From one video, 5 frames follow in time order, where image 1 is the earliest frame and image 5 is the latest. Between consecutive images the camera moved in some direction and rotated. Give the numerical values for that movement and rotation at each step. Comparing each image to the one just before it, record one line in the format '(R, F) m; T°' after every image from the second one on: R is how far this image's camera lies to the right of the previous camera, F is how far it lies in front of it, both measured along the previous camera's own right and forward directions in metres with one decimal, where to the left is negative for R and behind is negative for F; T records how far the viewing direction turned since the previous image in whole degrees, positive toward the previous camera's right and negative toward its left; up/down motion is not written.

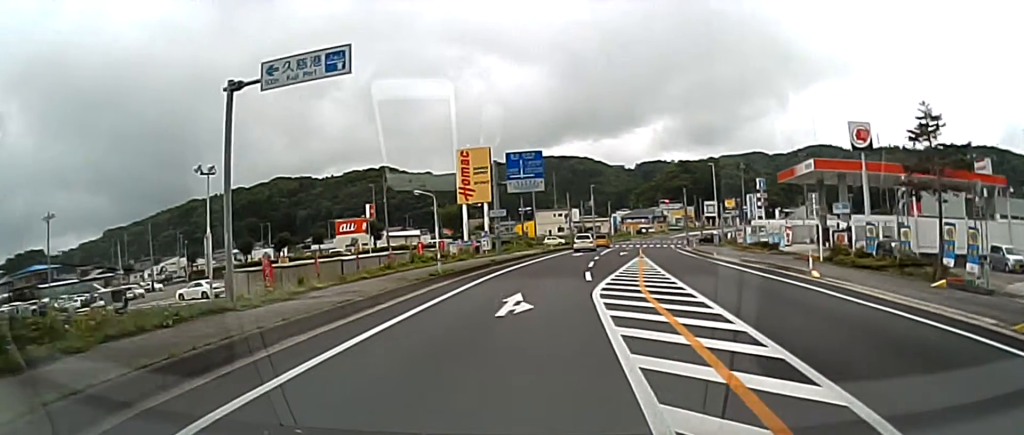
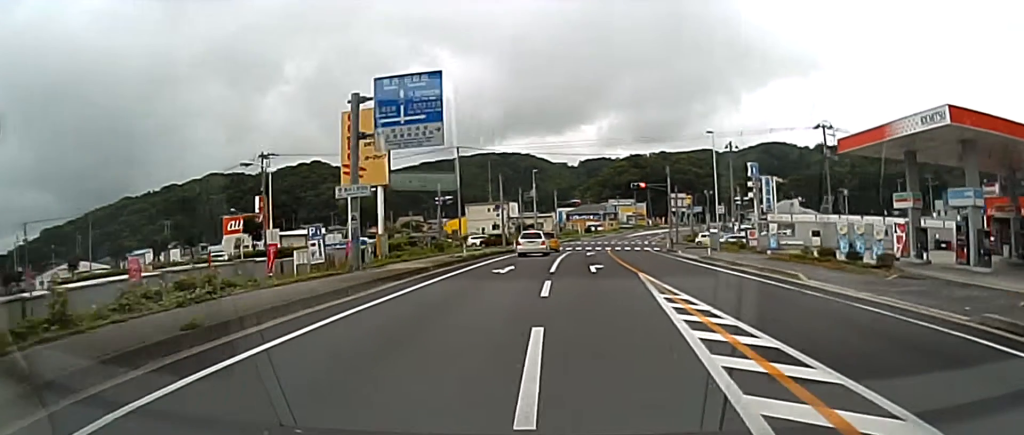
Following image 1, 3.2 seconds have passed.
(+0.7, +28.9) m; +6°
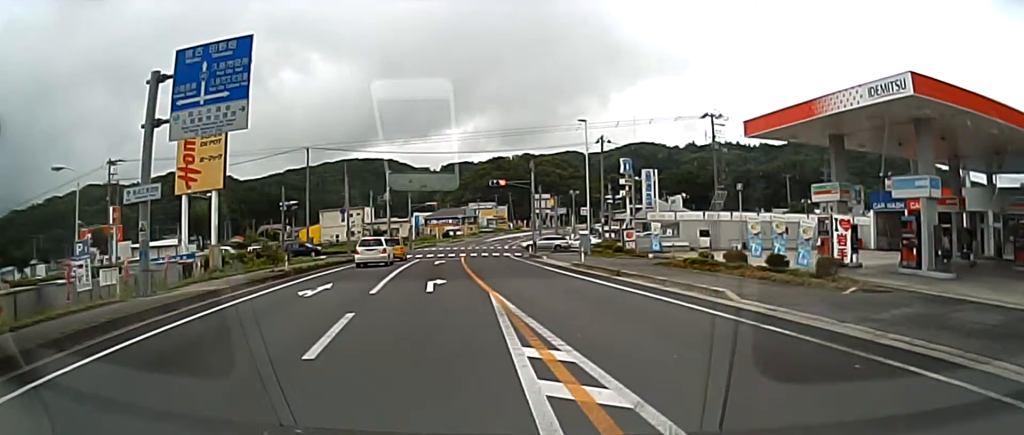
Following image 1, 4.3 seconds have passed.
(+0.2, +8.3) m; +6°
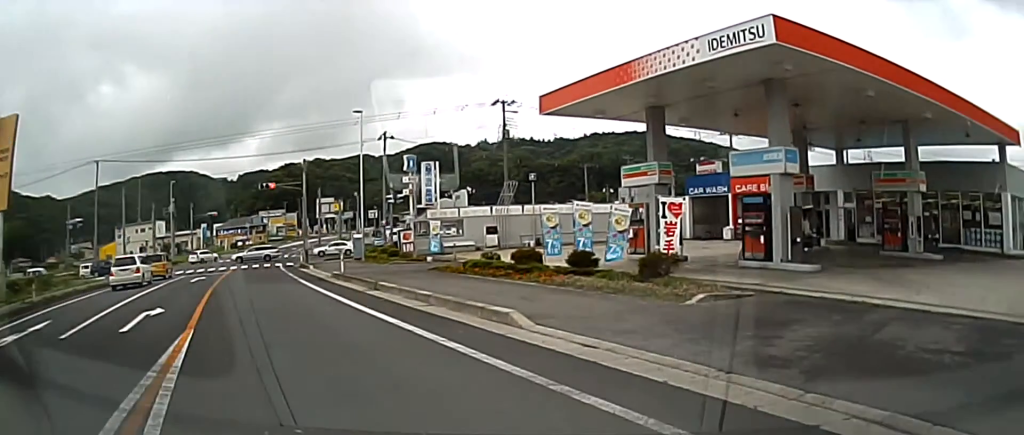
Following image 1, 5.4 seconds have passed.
(+0.7, +6.8) m; +11°
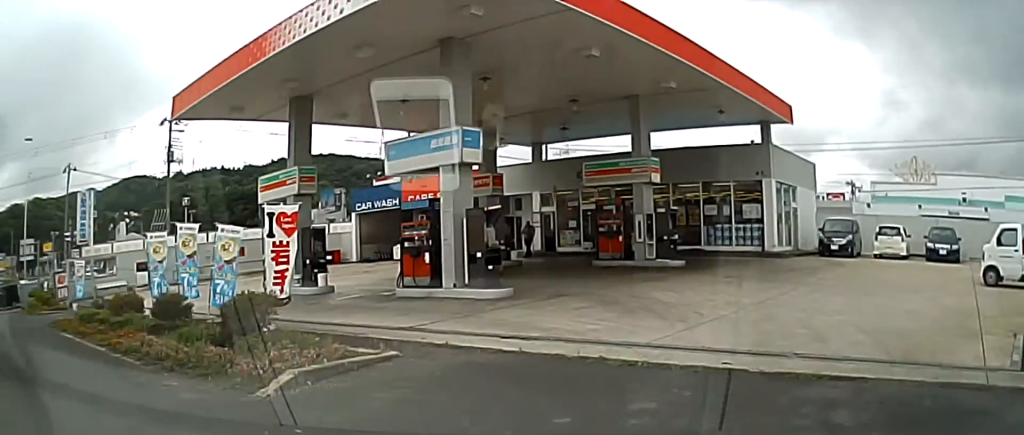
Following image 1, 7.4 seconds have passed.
(+1.6, +8.8) m; +32°
